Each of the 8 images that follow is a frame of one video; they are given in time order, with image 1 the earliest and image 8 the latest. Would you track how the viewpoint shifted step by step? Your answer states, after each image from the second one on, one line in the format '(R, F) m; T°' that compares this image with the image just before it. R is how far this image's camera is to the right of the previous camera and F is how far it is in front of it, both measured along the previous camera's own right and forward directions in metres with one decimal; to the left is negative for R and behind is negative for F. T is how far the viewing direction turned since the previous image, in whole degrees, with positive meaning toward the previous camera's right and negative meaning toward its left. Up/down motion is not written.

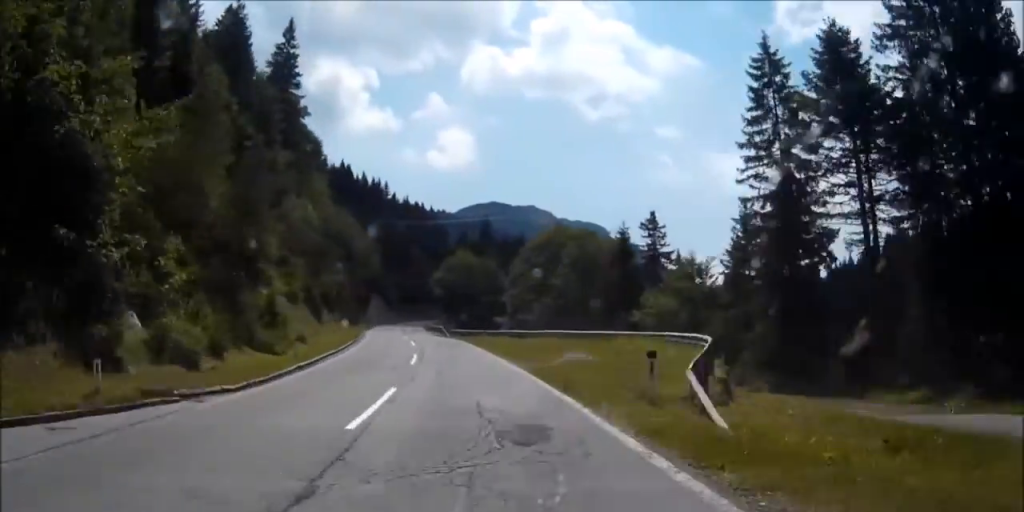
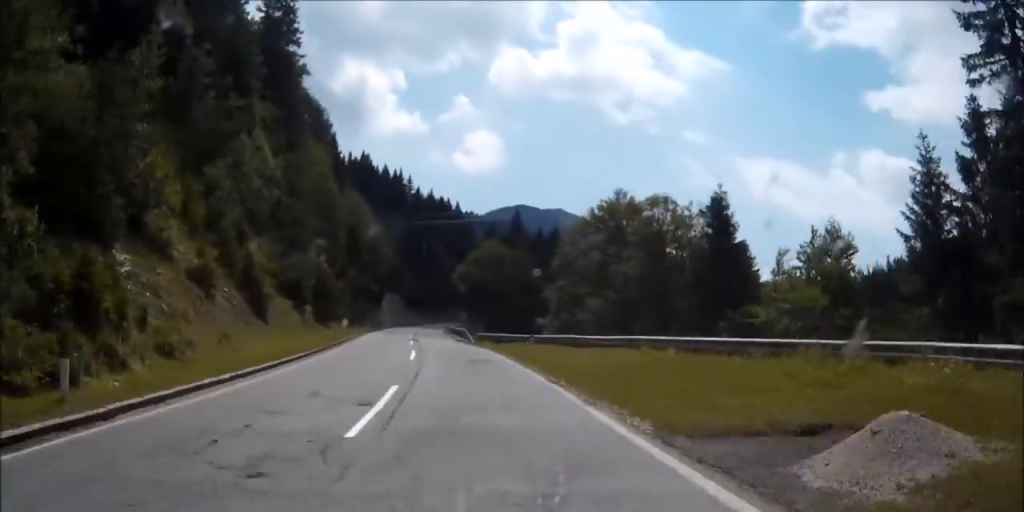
(-0.1, +15.0) m; -3°
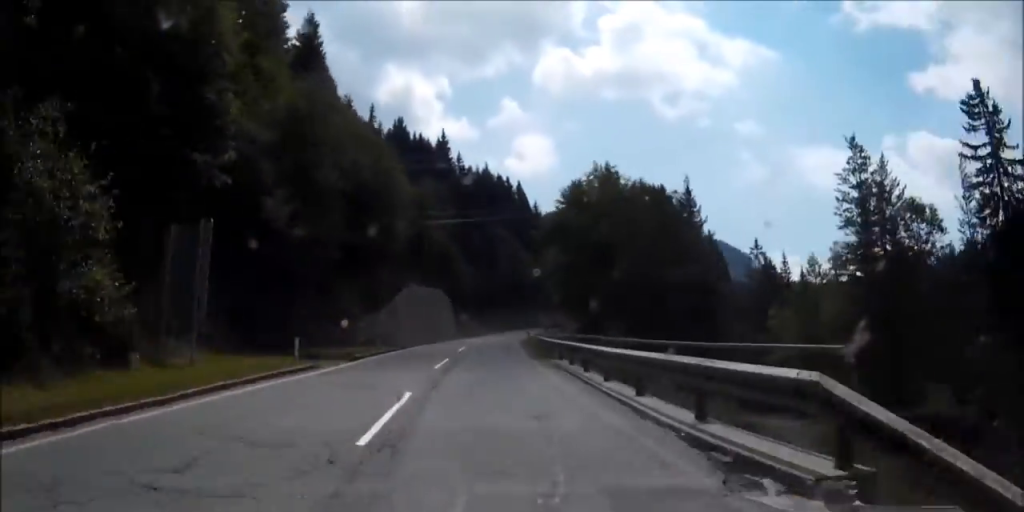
(-2.1, +44.8) m; -2°
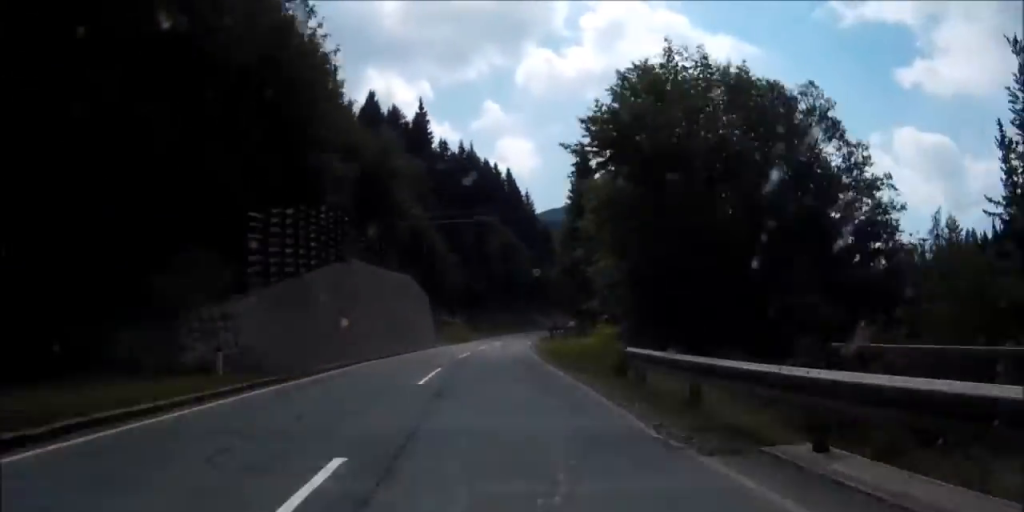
(-0.2, +22.5) m; +1°
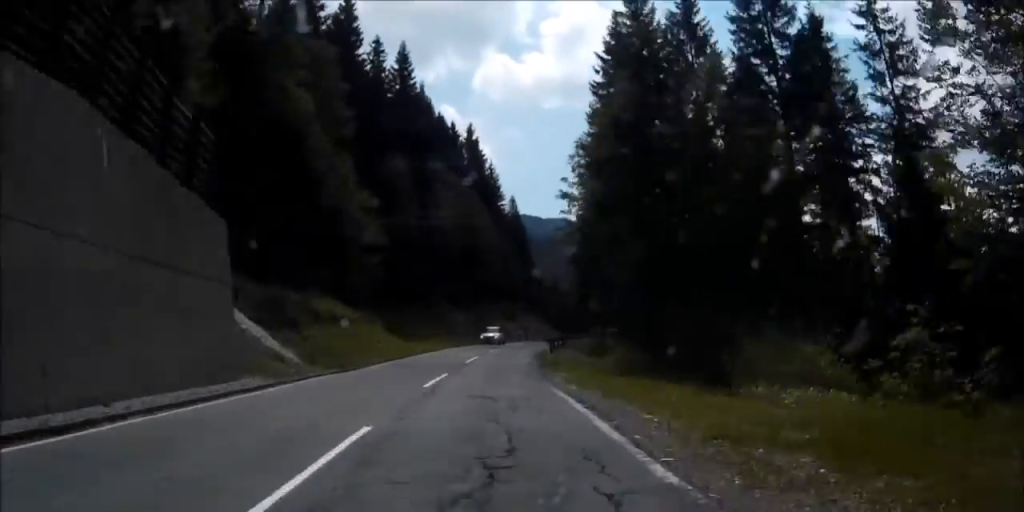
(+1.4, +43.3) m; +4°
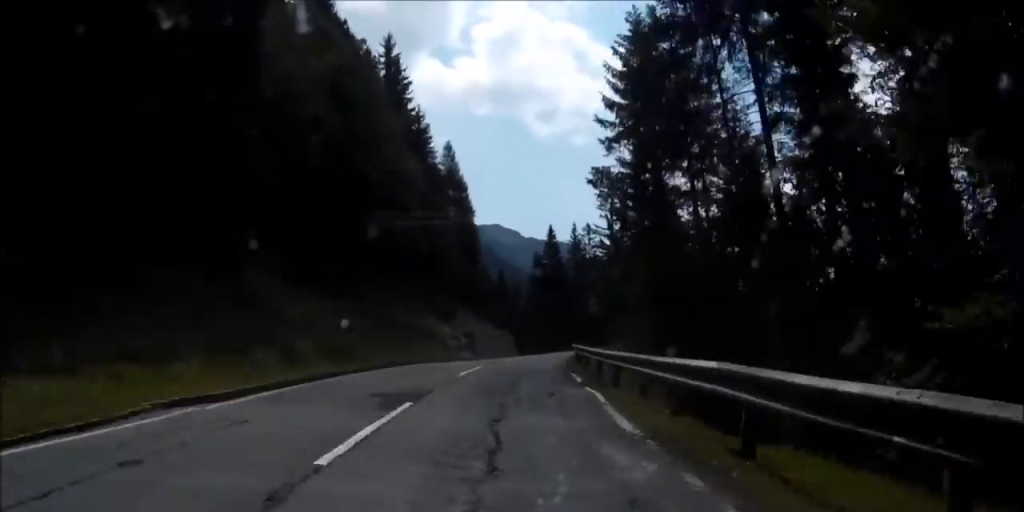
(+1.6, +40.7) m; +6°
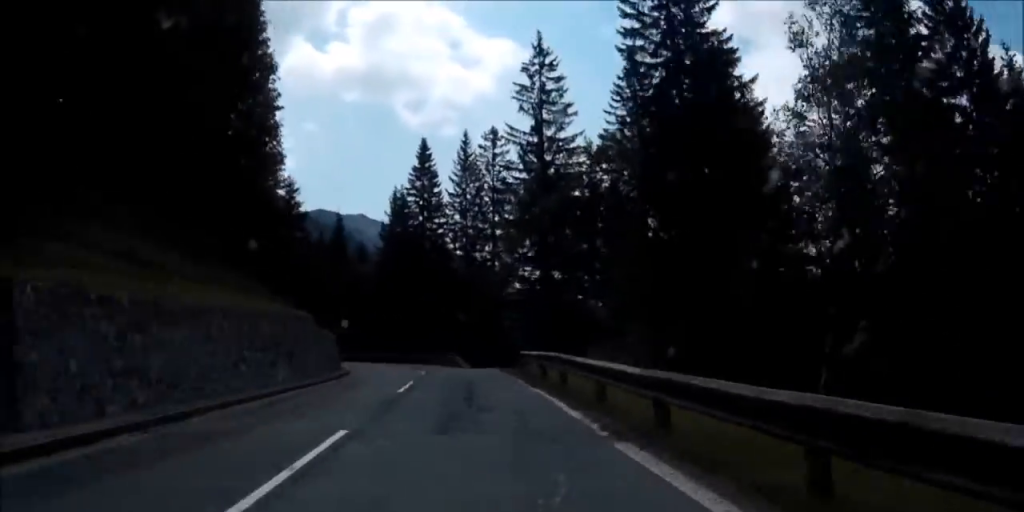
(+3.8, +46.5) m; +6°
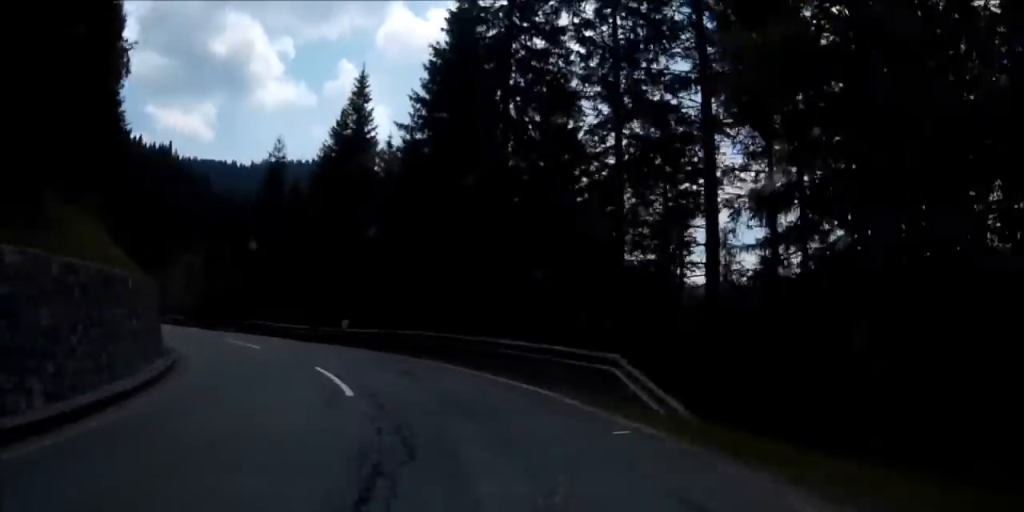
(-0.6, +36.1) m; -8°
